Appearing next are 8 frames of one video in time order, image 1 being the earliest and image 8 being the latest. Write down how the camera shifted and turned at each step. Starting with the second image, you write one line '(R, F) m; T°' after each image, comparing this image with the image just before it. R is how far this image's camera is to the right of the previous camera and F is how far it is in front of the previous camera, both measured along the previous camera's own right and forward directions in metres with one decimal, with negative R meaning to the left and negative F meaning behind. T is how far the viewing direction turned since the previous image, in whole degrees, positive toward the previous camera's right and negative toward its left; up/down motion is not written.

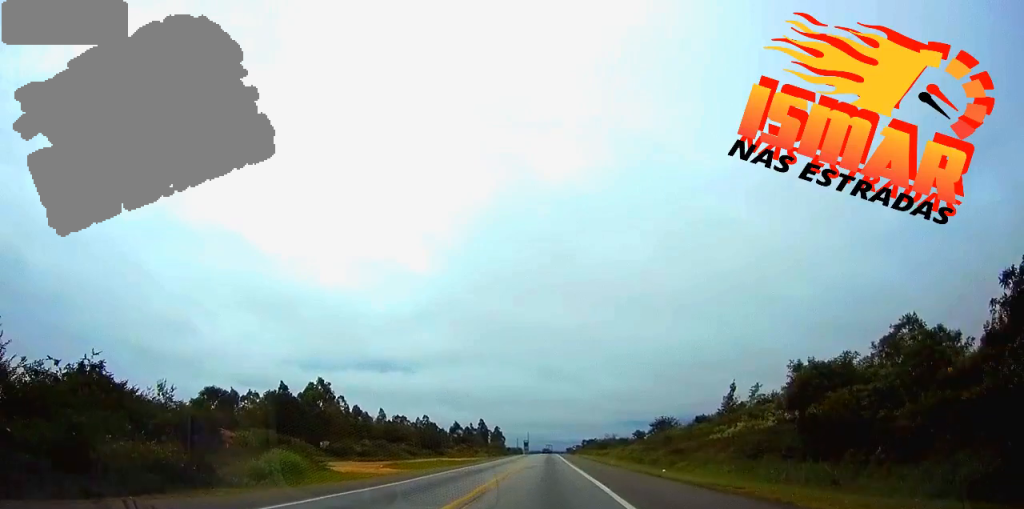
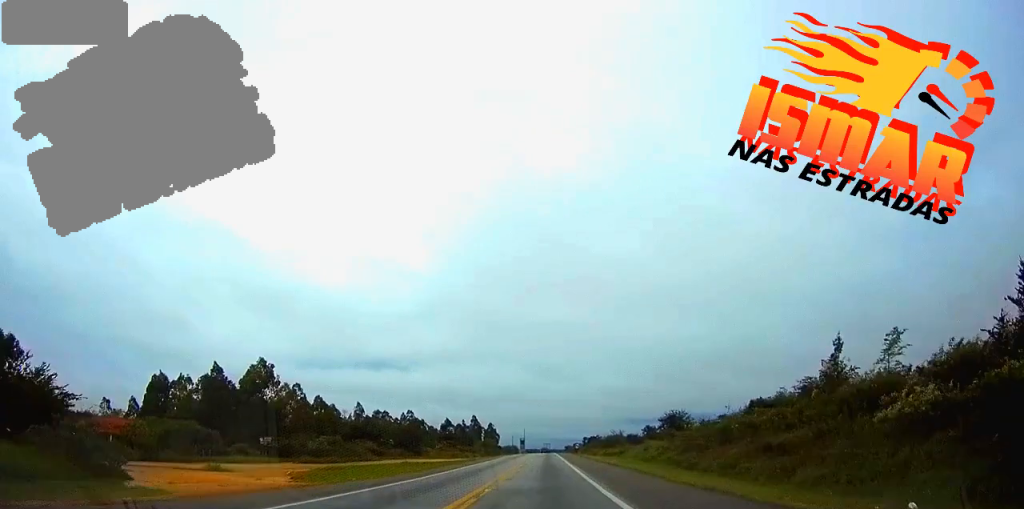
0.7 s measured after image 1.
(0.0, +26.3) m; 0°
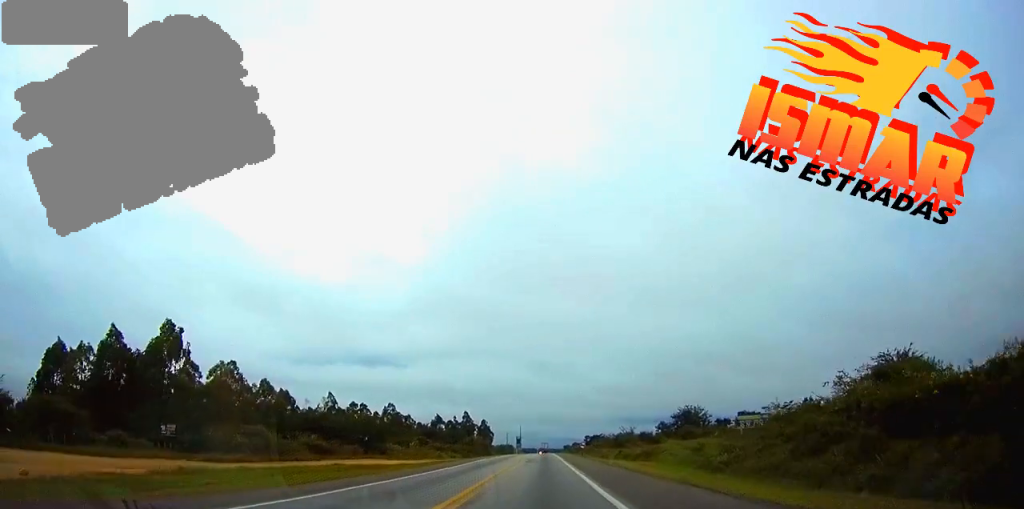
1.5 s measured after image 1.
(0.0, +27.3) m; 0°
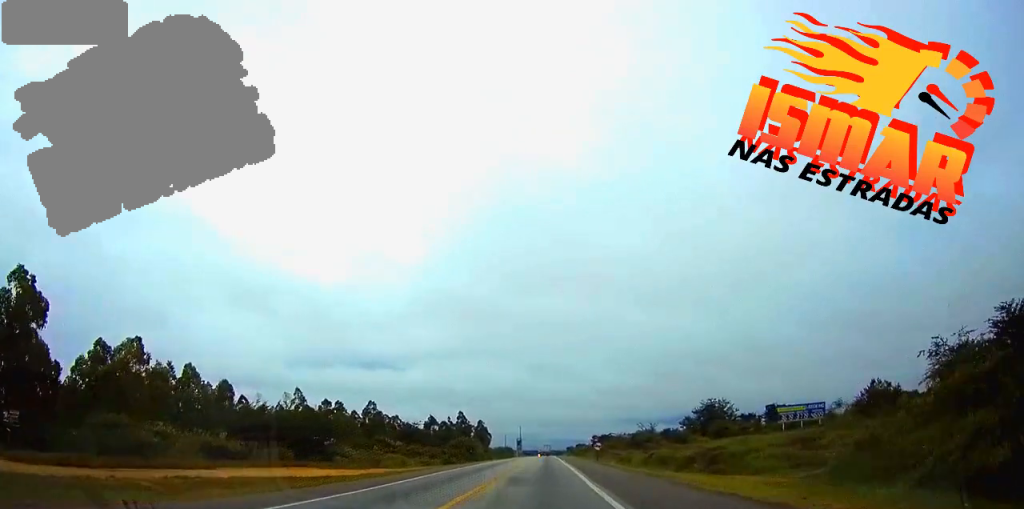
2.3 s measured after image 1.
(0.0, +27.2) m; 0°
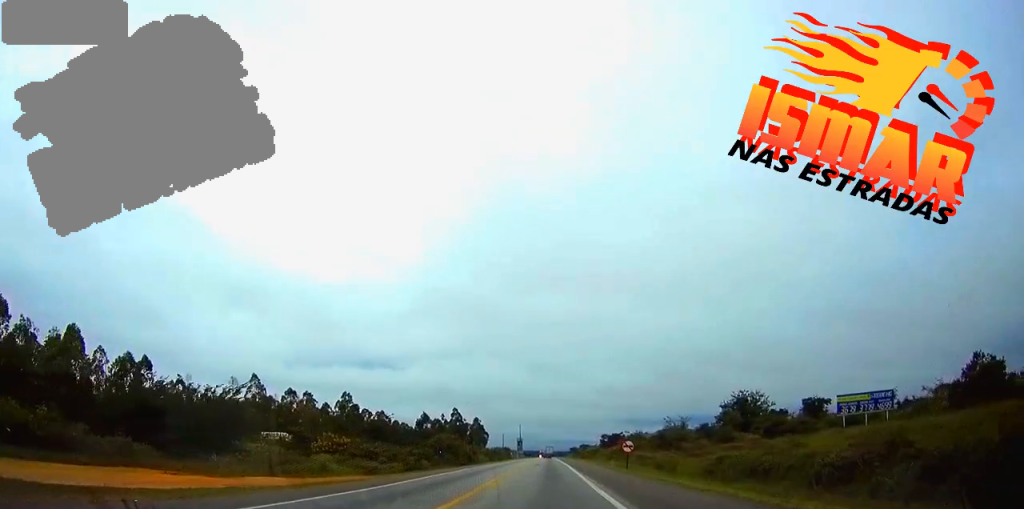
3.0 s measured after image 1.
(-0.1, +27.2) m; 0°
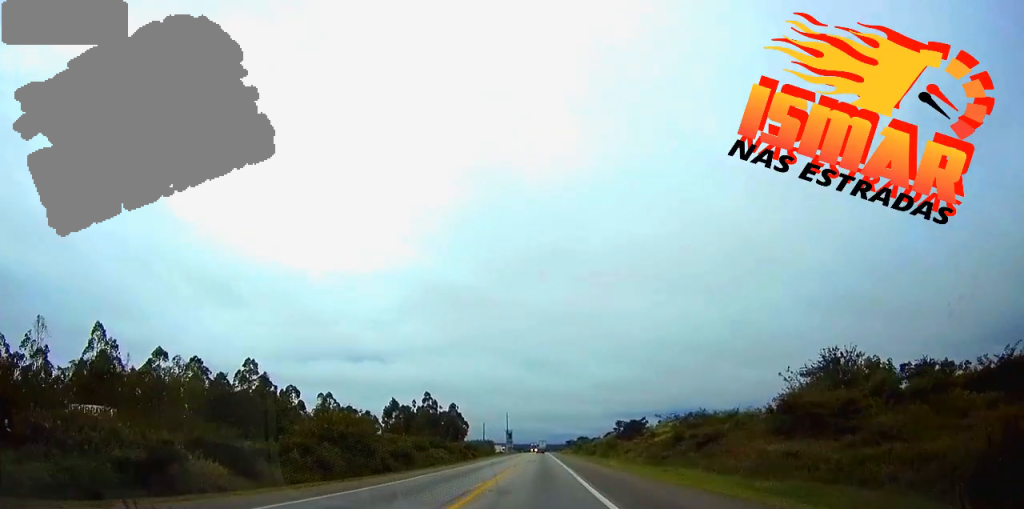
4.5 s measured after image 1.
(+0.2, +52.9) m; 0°
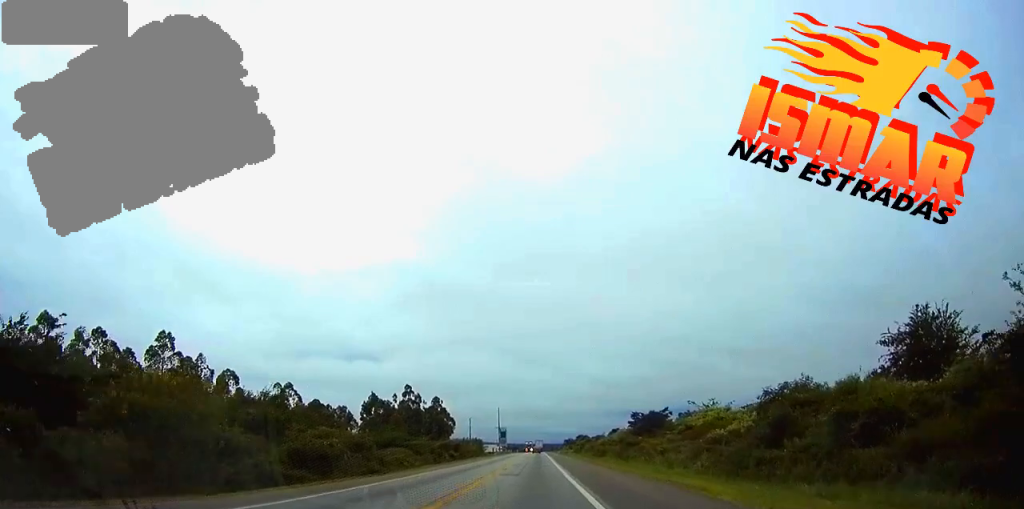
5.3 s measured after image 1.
(0.0, +28.0) m; 0°
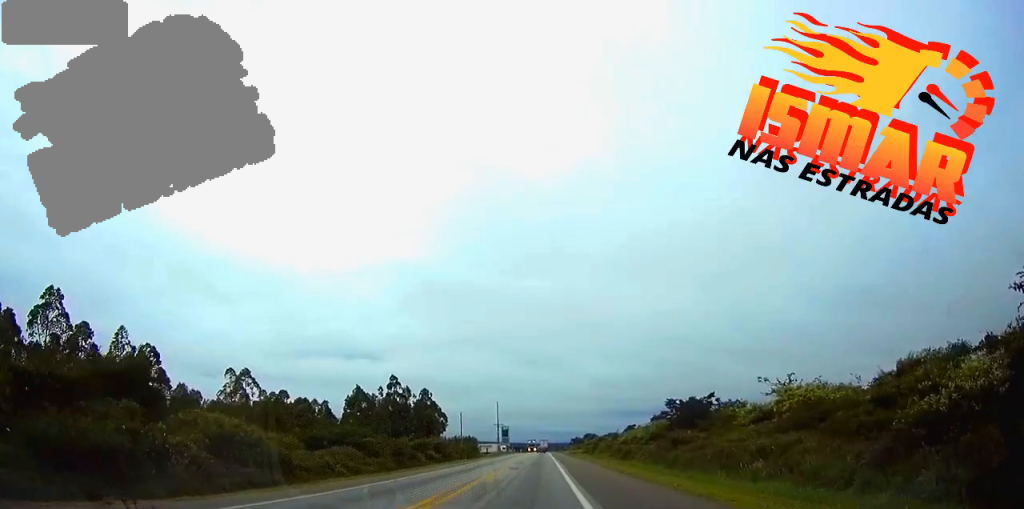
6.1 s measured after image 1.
(0.0, +26.7) m; 0°
